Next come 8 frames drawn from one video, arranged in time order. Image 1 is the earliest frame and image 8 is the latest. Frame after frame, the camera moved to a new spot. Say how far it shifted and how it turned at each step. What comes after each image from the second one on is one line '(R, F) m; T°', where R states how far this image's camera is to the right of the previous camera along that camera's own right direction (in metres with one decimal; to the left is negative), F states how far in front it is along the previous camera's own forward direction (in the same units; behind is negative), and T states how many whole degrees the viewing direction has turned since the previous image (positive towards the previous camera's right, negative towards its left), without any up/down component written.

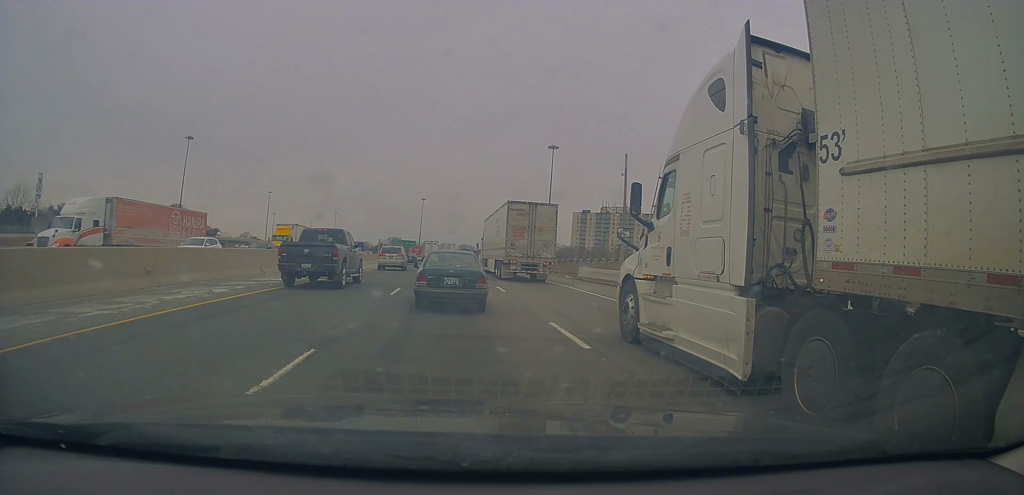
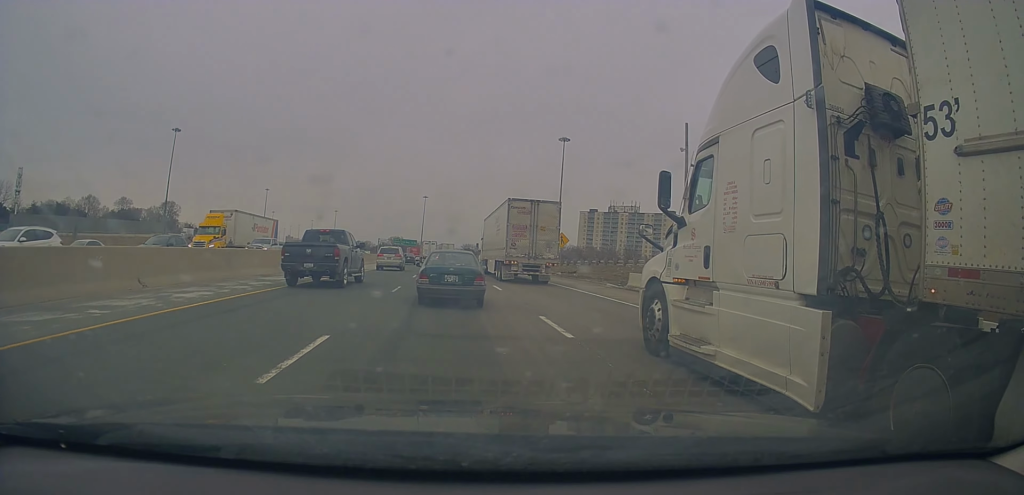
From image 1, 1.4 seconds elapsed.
(+0.4, +14.8) m; 0°
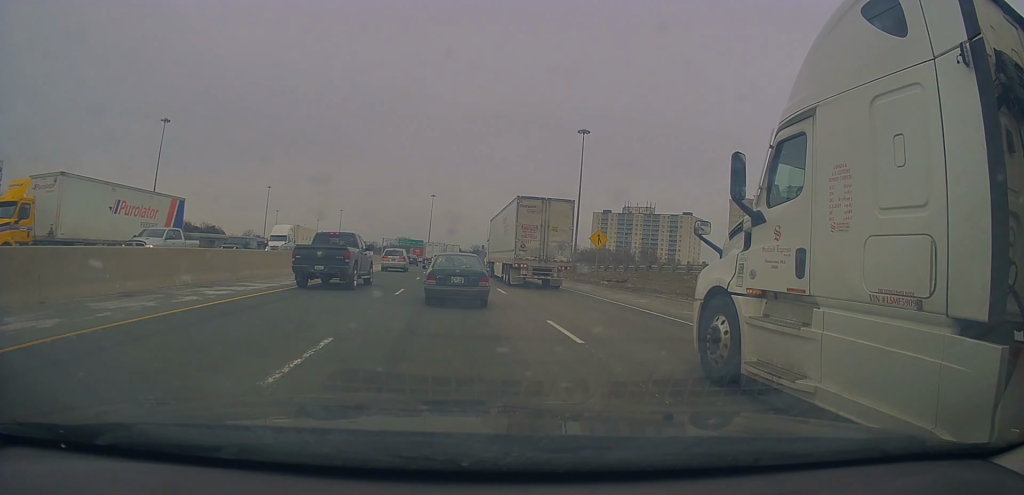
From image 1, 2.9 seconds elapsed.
(-0.6, +14.2) m; -3°
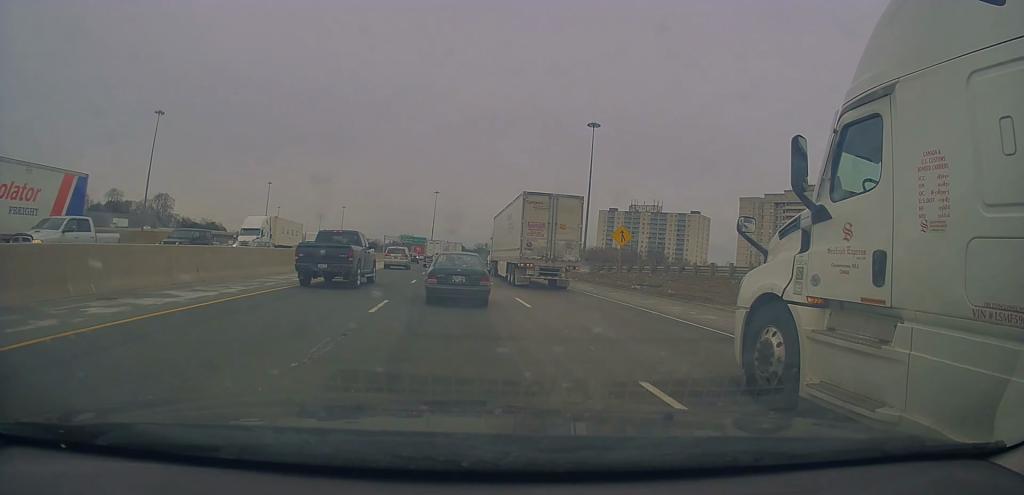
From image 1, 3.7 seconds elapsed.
(+0.1, +6.2) m; 0°
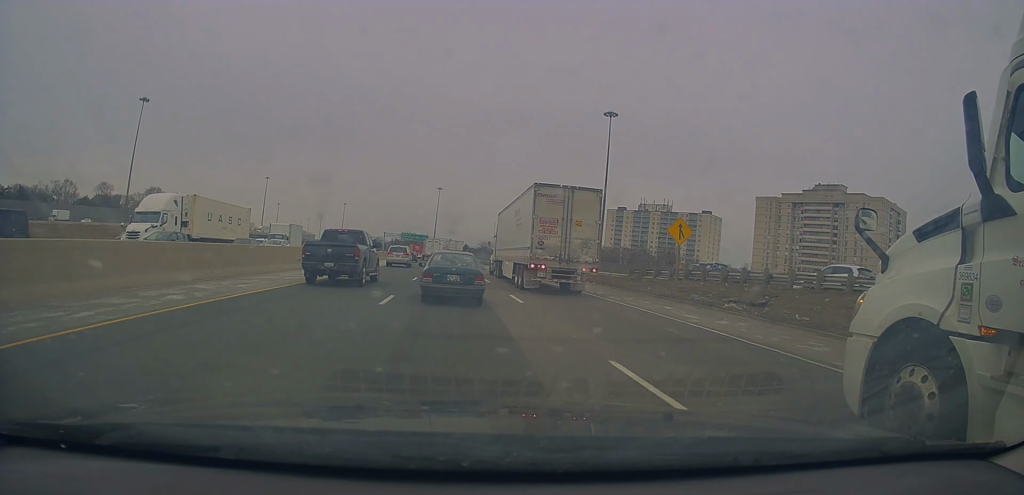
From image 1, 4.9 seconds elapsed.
(-0.1, +10.2) m; 0°
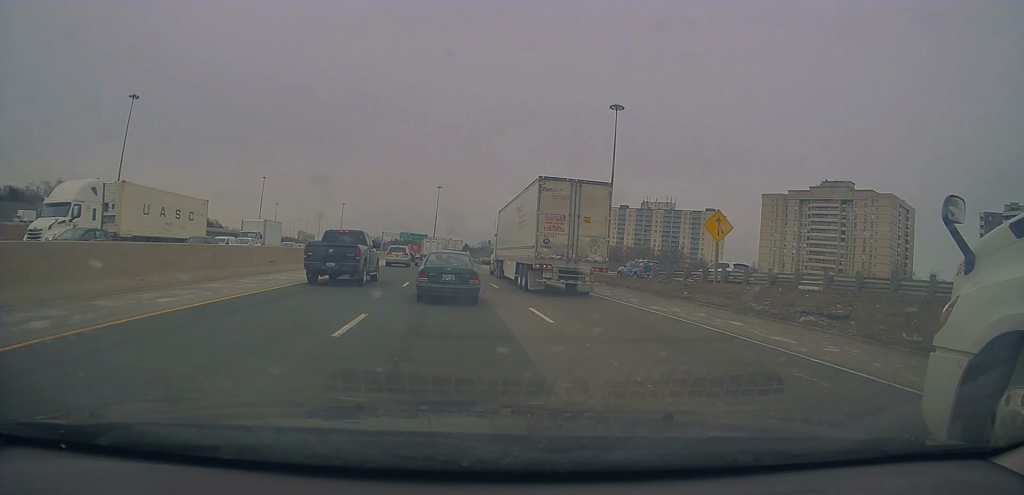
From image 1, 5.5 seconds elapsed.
(0.0, +4.3) m; +1°
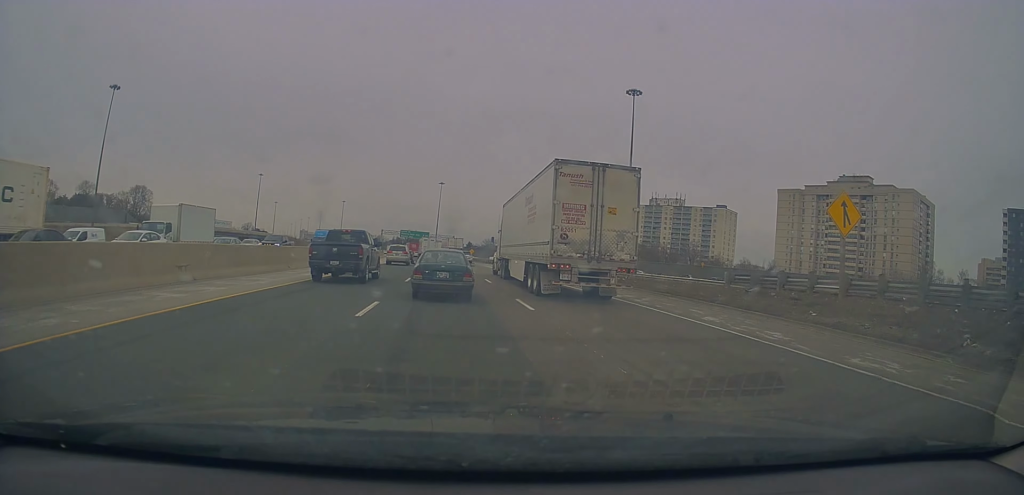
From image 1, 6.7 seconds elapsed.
(+0.2, +8.3) m; +2°
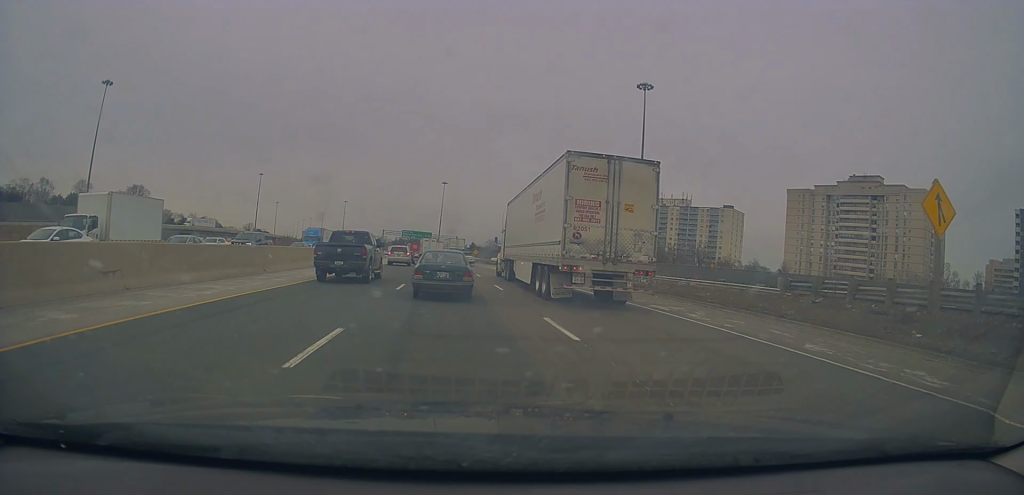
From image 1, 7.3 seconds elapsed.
(0.0, +4.3) m; -1°
